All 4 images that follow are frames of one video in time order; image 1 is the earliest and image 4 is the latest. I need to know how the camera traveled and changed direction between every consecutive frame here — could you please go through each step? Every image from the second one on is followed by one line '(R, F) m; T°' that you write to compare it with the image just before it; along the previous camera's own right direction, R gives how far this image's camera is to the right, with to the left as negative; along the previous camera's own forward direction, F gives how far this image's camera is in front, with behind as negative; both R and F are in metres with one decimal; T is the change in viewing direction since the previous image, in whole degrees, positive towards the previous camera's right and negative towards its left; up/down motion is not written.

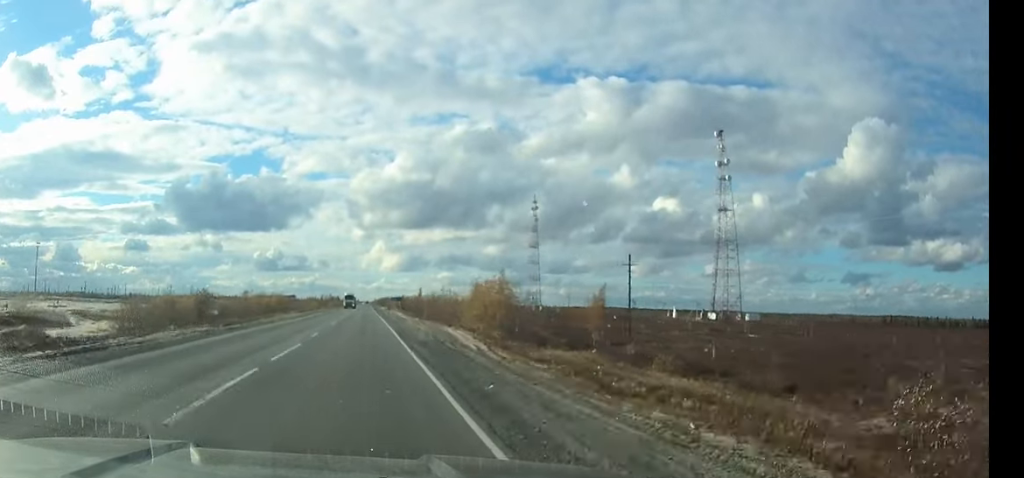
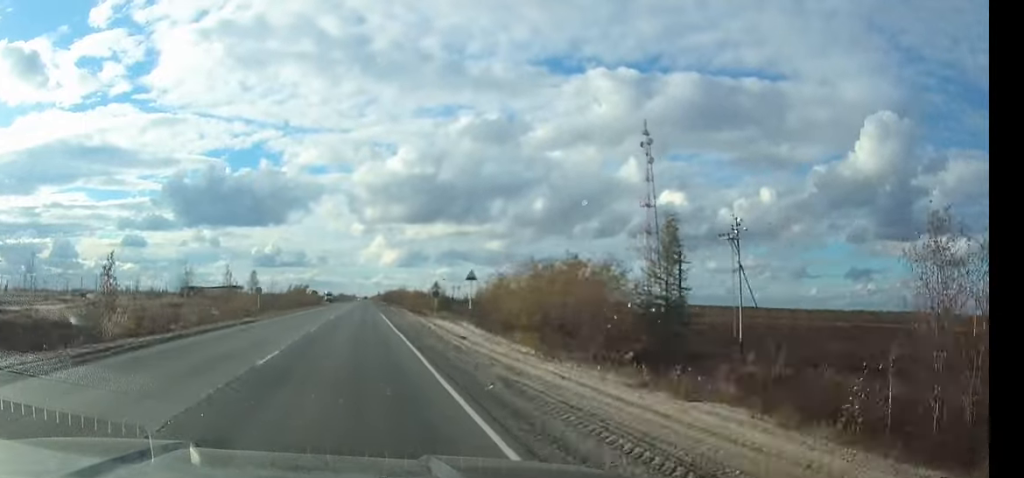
(-0.2, +164.7) m; 0°
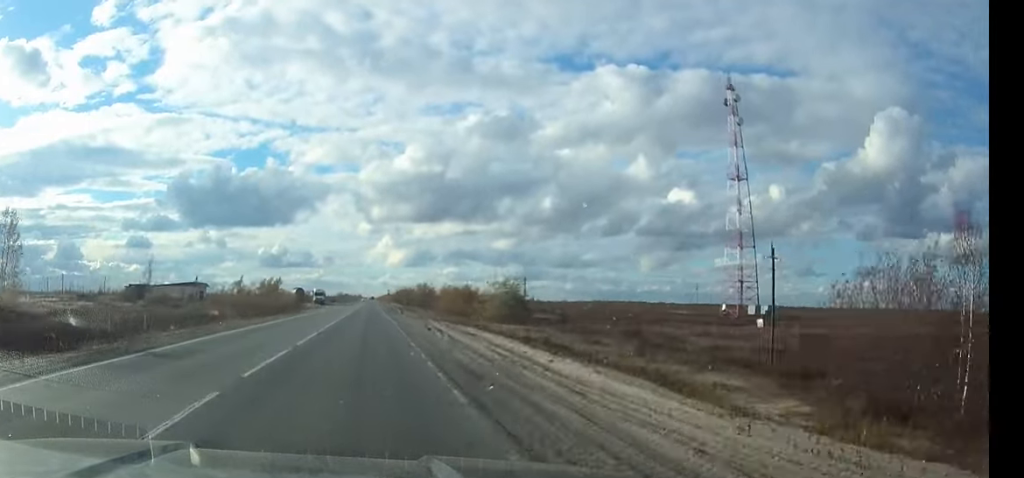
(0.0, +58.1) m; 0°
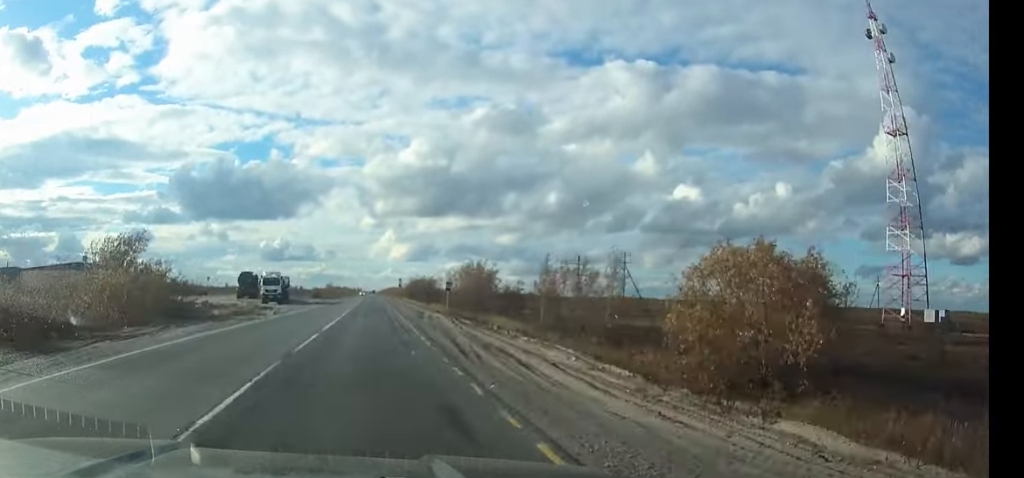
(-0.3, +65.5) m; 0°
